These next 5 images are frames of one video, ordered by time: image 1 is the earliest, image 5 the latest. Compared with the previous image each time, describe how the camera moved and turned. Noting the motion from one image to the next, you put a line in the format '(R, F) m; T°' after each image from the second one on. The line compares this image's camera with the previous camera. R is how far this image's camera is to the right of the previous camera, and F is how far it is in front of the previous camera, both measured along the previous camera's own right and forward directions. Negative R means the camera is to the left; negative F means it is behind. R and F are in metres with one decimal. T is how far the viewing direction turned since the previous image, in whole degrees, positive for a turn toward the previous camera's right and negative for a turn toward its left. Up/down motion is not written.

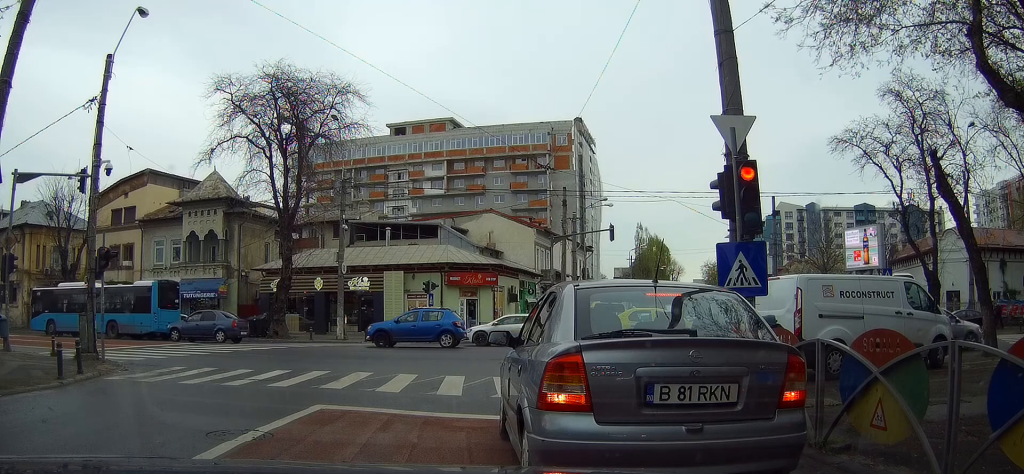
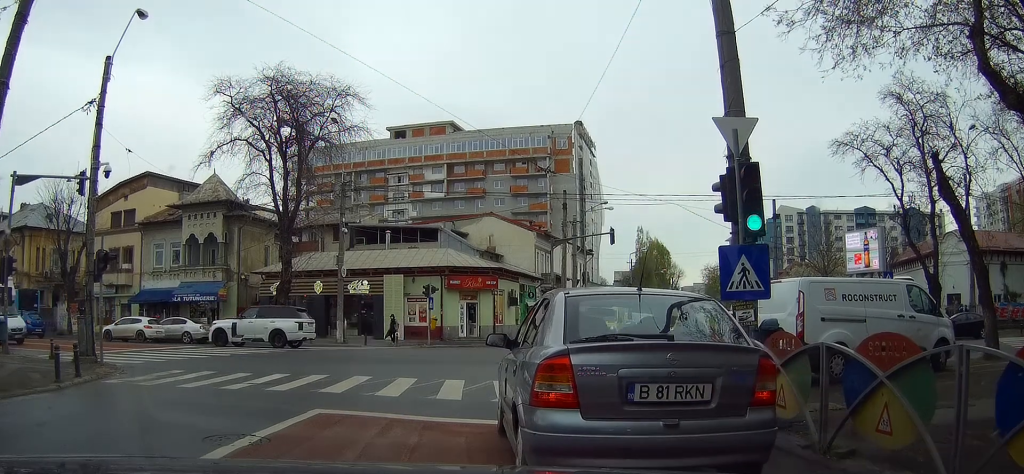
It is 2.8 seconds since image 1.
(0.0, 0.0) m; 0°
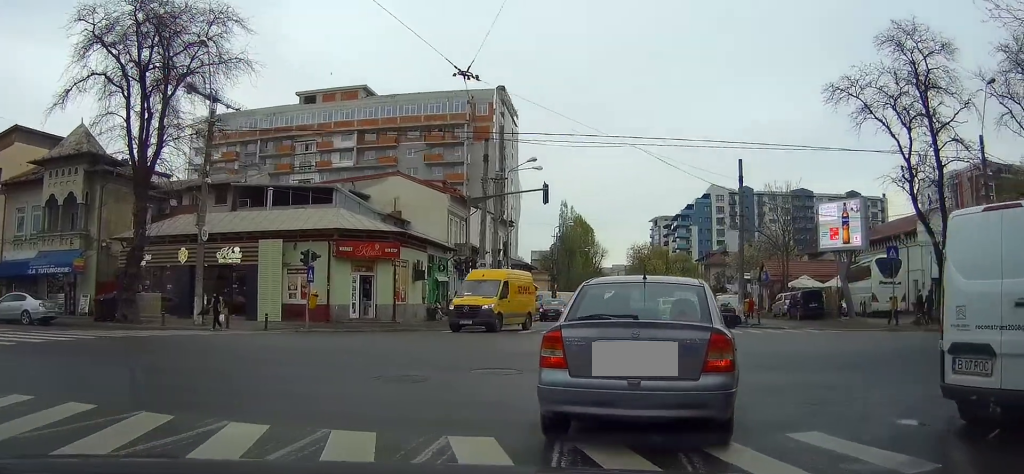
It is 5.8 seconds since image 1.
(0.0, +3.3) m; 0°
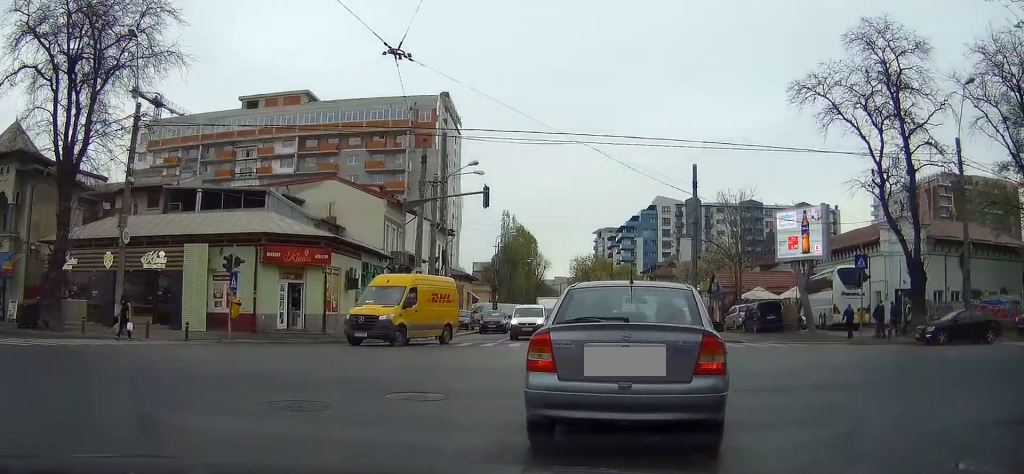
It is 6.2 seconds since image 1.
(0.0, +1.9) m; +1°
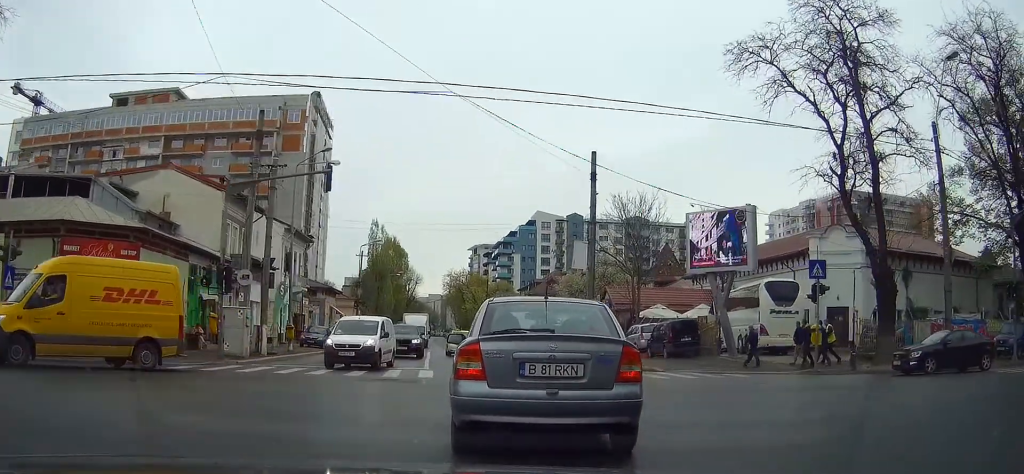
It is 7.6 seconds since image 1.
(+0.5, +7.2) m; +8°
